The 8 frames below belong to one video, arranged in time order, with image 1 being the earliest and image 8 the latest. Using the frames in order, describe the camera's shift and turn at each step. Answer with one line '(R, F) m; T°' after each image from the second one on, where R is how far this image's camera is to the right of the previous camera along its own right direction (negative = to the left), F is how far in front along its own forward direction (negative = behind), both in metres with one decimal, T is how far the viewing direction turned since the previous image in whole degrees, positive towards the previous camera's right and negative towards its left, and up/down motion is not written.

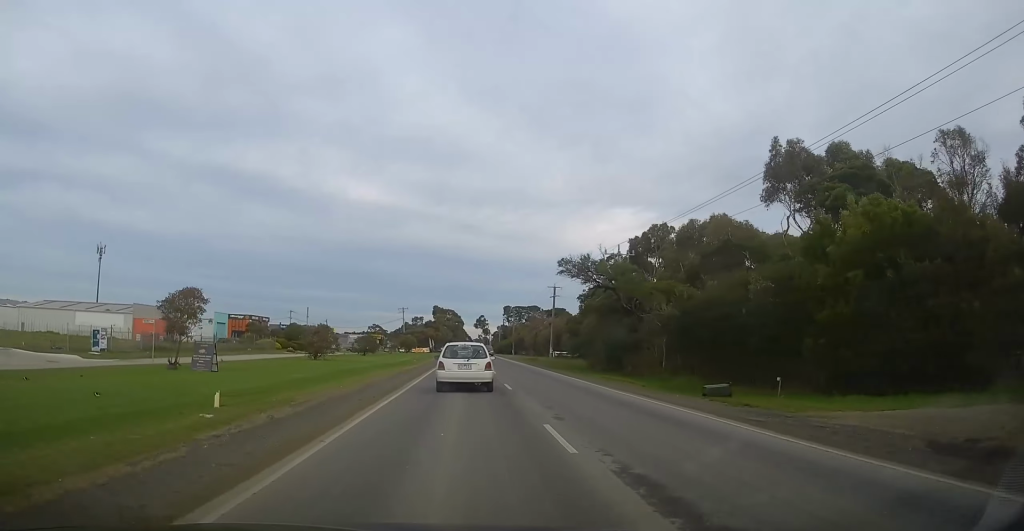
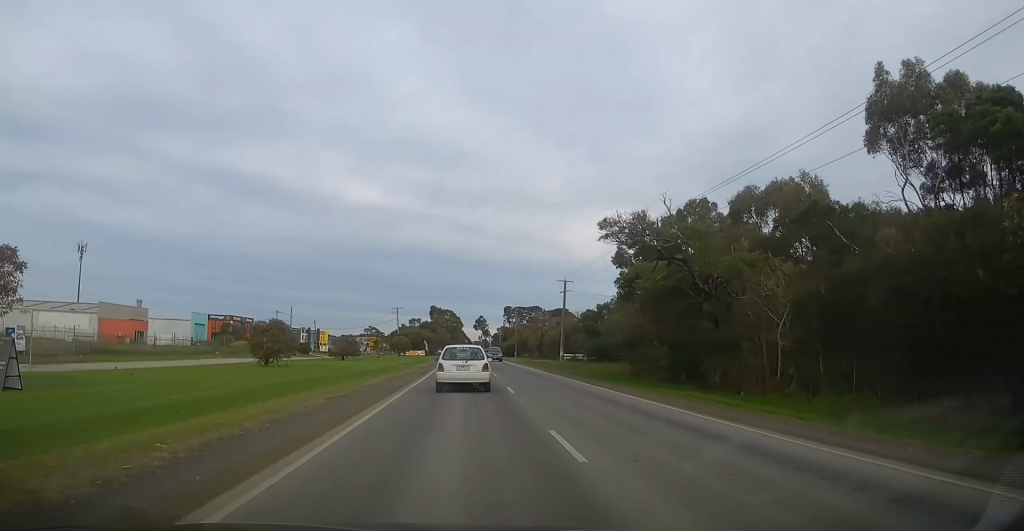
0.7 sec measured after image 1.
(0.0, +12.3) m; 0°
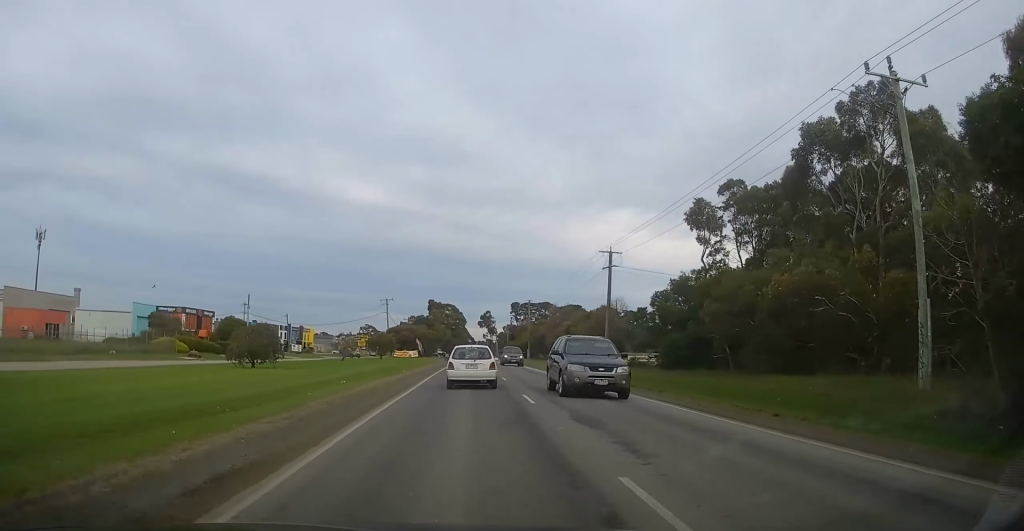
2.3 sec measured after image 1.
(0.0, +27.0) m; 0°
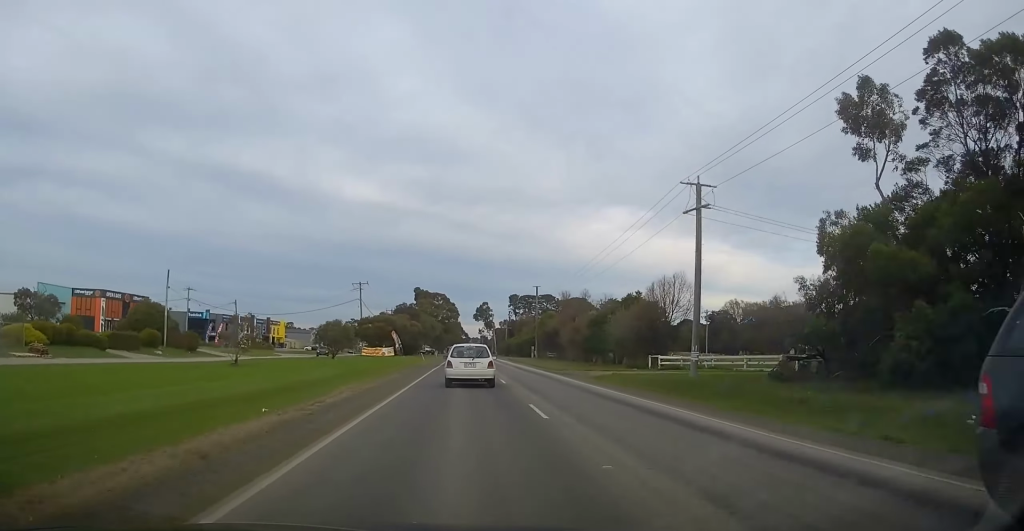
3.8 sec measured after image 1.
(0.0, +26.6) m; 0°
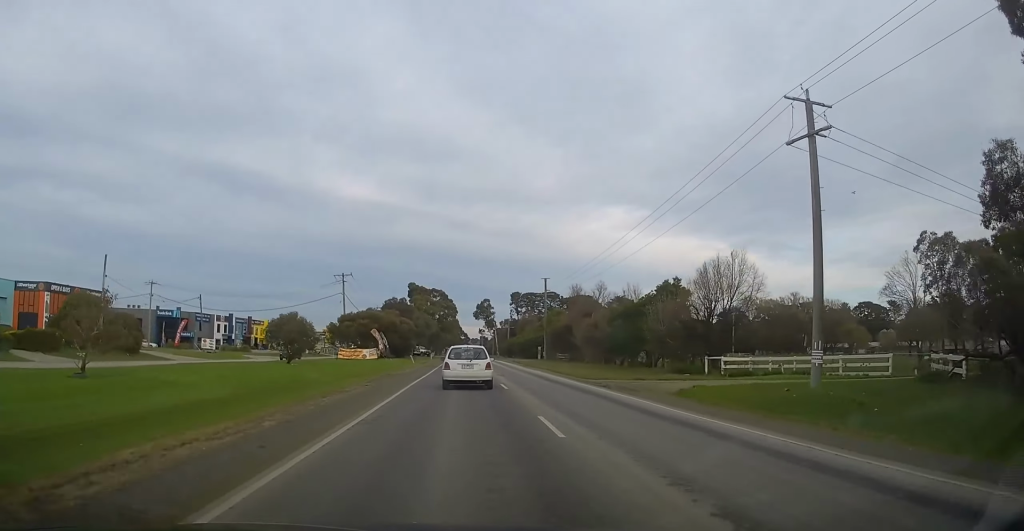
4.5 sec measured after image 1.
(0.0, +14.1) m; 0°
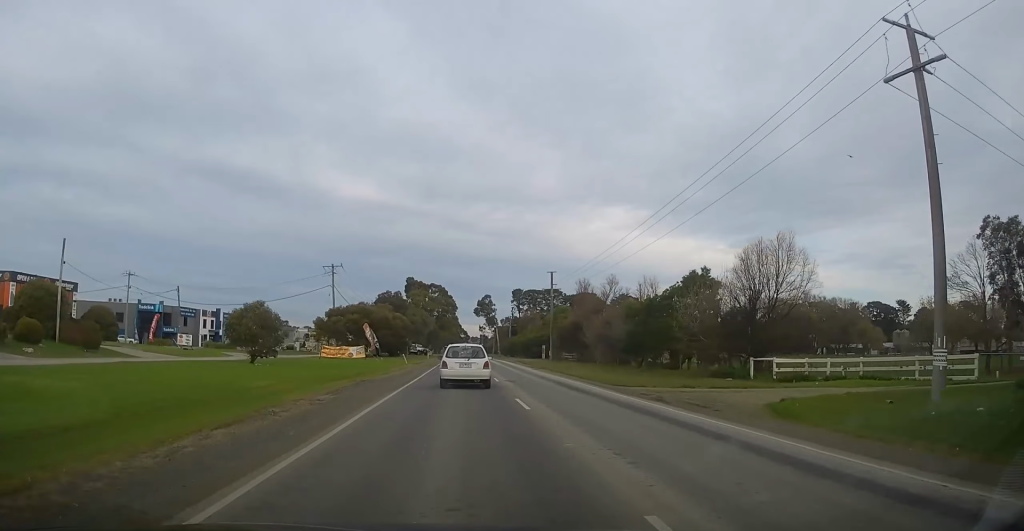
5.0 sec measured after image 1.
(0.0, +7.8) m; 0°
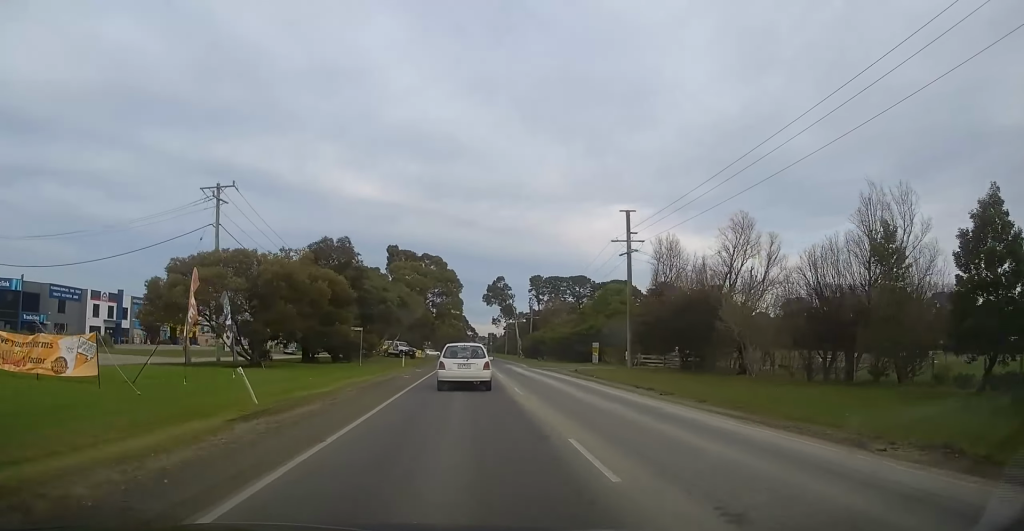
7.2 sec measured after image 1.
(0.0, +42.3) m; 0°
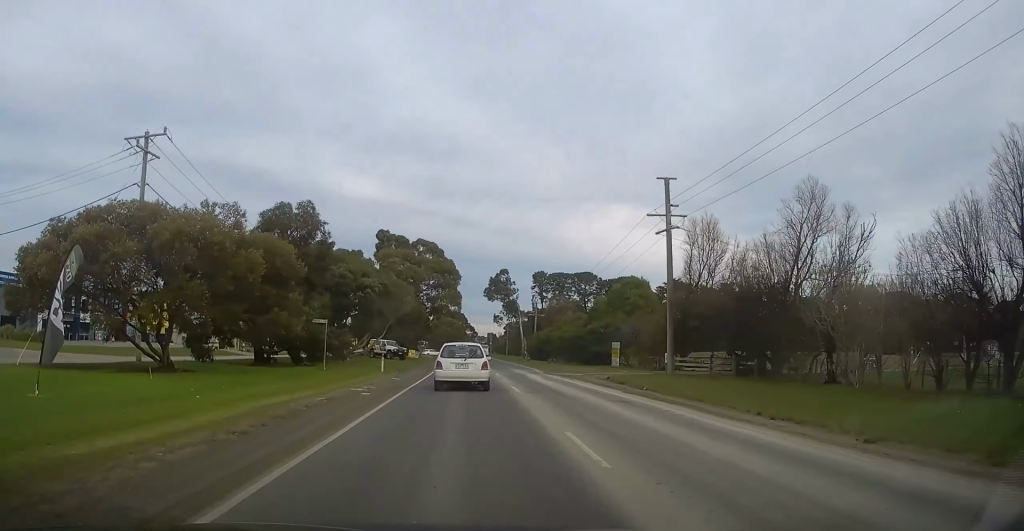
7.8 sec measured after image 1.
(0.0, +11.3) m; 0°
